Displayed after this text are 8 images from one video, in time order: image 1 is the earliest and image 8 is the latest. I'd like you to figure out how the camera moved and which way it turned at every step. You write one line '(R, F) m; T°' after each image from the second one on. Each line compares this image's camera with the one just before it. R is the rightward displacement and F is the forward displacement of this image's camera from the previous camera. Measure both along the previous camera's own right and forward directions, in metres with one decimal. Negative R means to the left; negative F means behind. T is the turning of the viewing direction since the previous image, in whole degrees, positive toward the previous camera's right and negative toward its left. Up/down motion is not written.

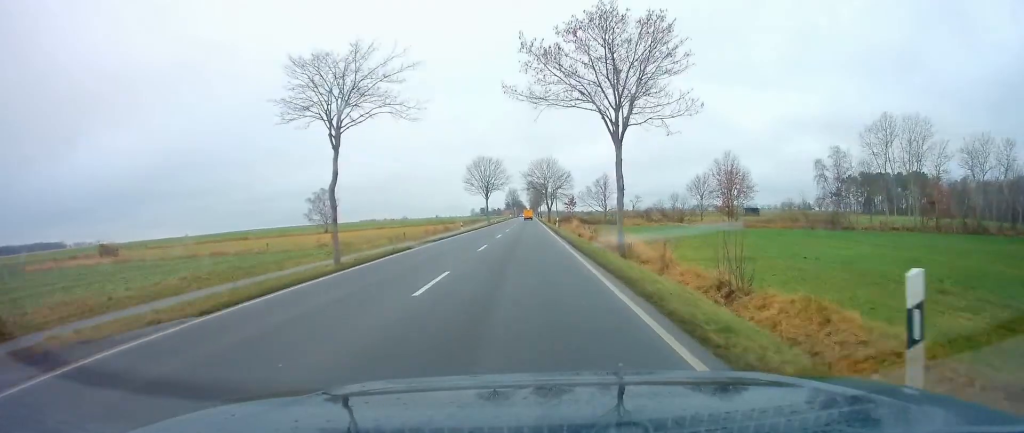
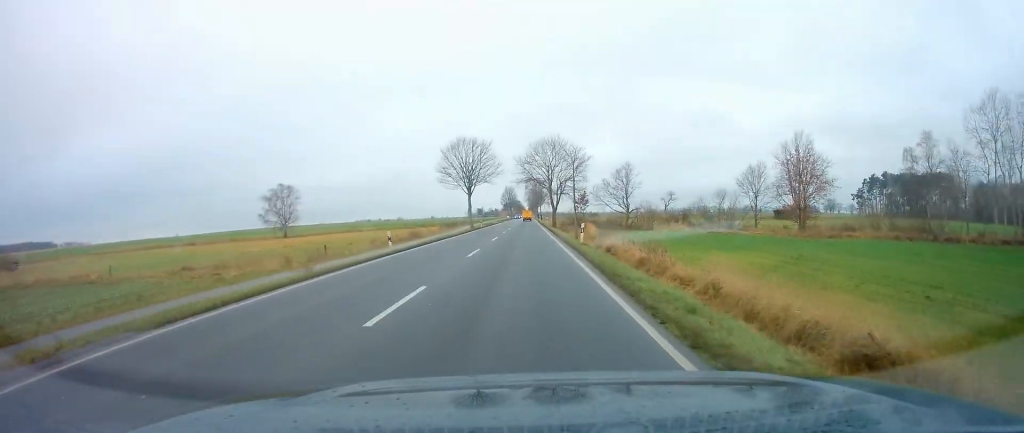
(0.0, +27.2) m; 0°
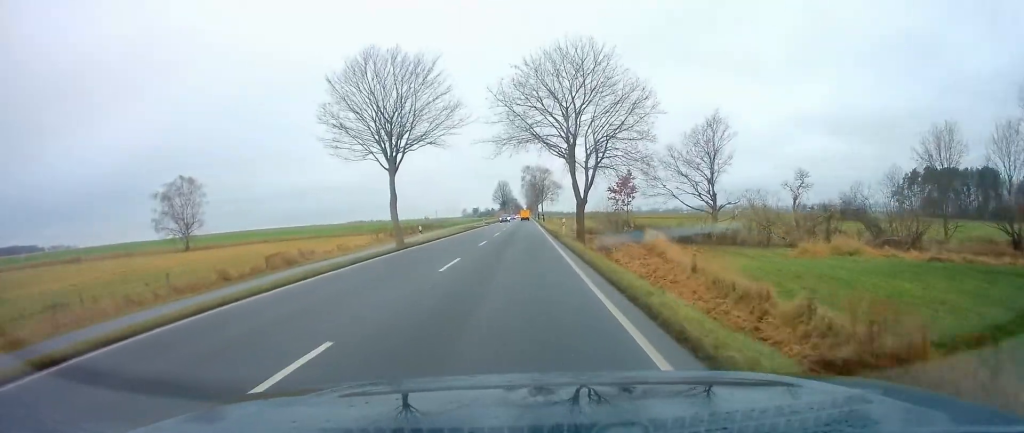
(+0.5, +41.1) m; 0°
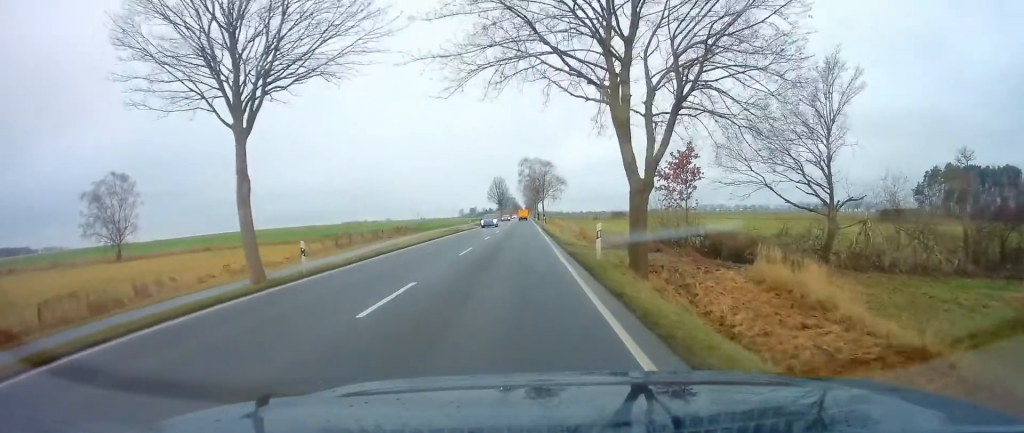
(-0.2, +18.4) m; -1°
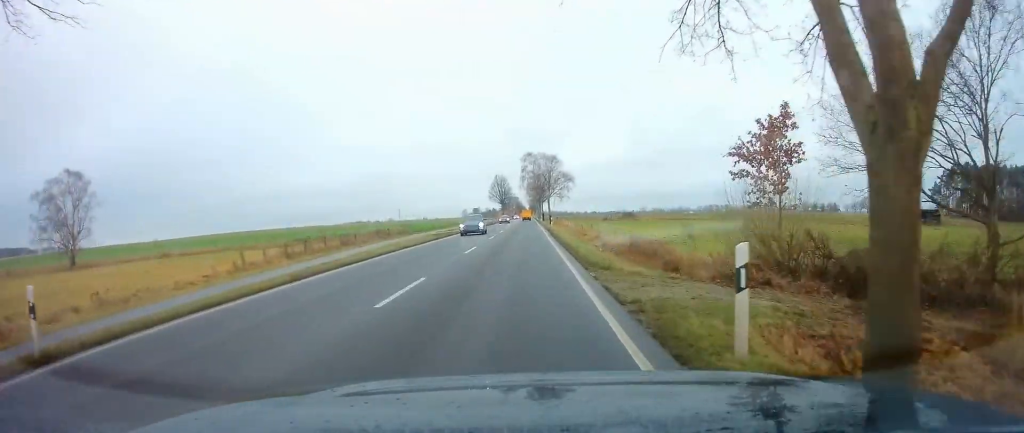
(0.0, +11.0) m; 0°
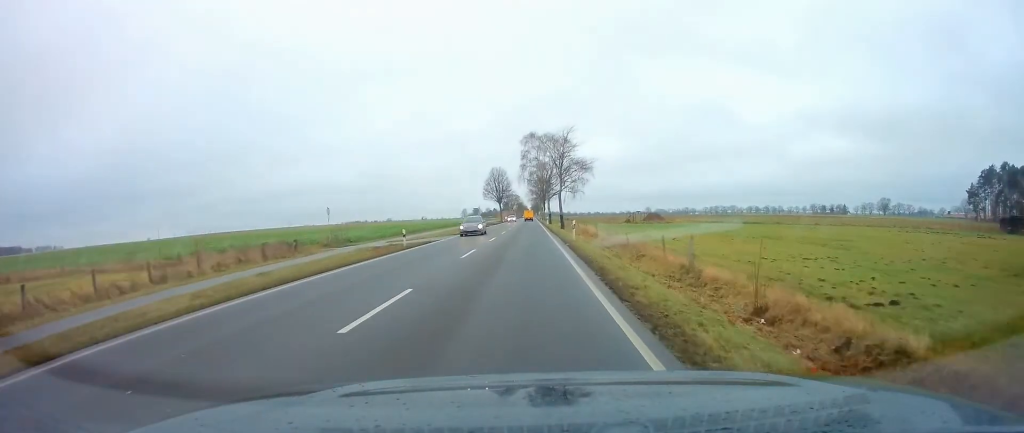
(0.0, +25.9) m; 0°
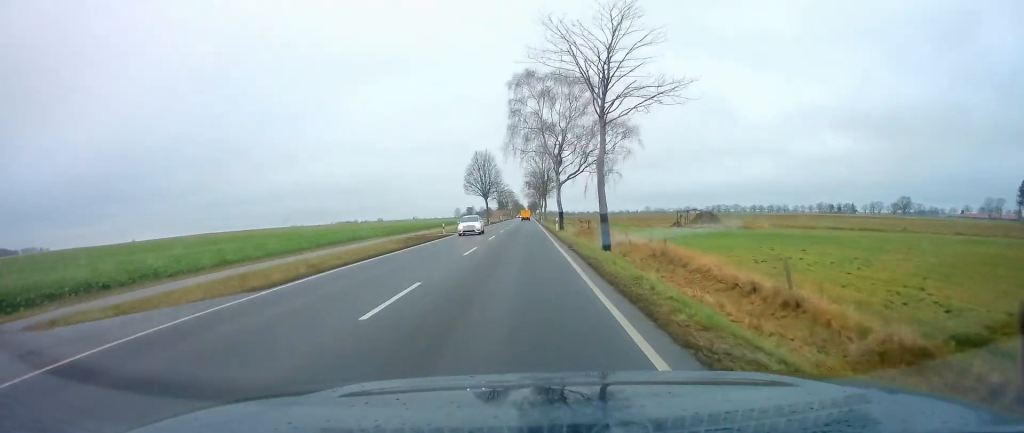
(+0.1, +34.6) m; 0°
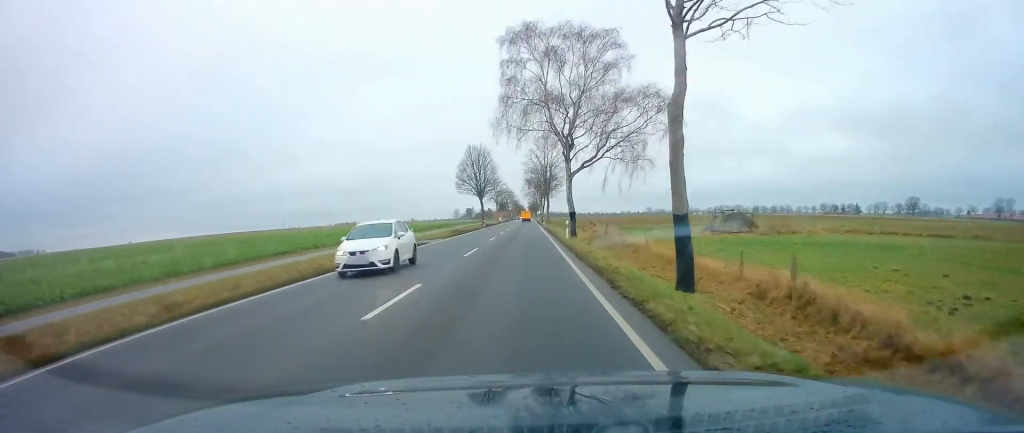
(0.0, +11.7) m; 0°
